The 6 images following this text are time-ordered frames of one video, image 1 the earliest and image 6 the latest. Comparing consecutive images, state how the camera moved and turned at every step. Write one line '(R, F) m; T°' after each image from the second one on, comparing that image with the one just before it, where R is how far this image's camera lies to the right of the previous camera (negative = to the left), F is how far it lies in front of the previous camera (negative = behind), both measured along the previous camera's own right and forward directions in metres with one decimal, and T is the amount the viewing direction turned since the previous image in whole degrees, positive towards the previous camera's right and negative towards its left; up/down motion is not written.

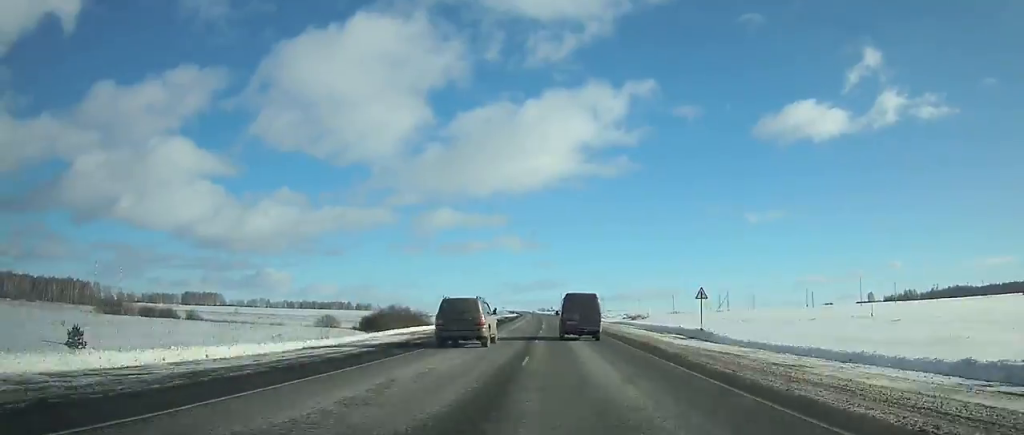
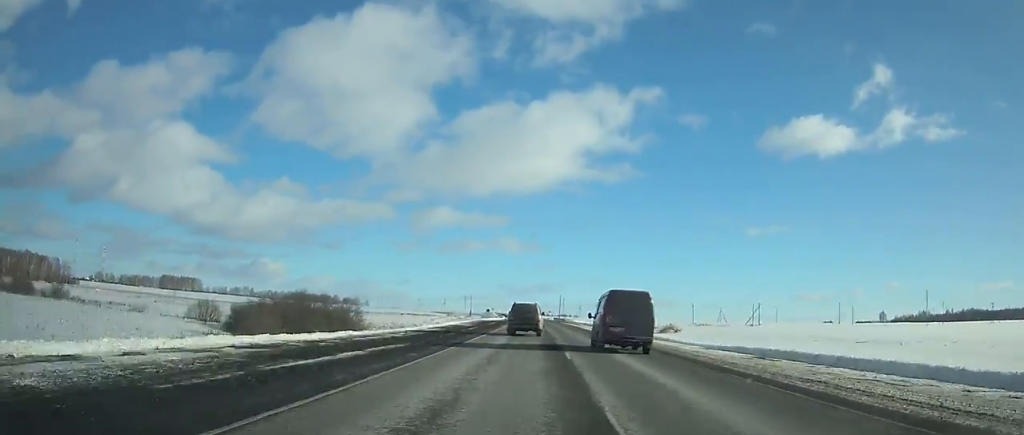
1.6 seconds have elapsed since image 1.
(-0.3, +42.4) m; 0°
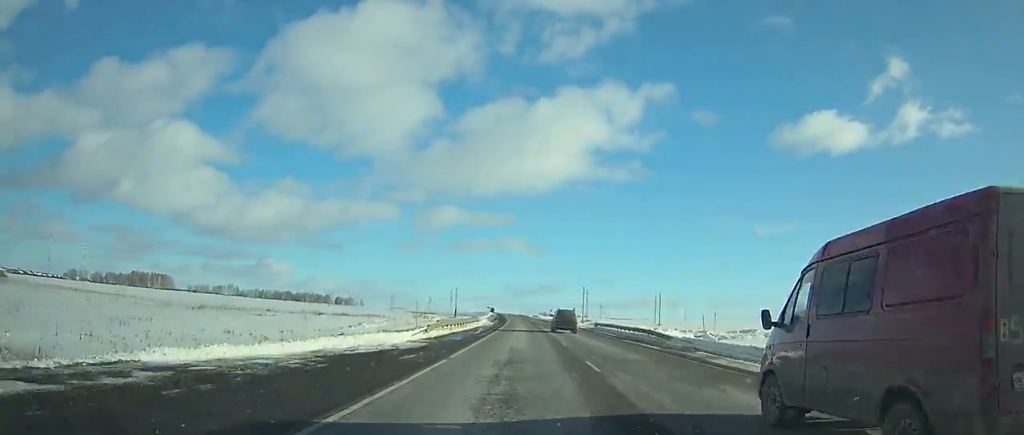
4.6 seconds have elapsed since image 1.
(-0.6, +80.9) m; -1°
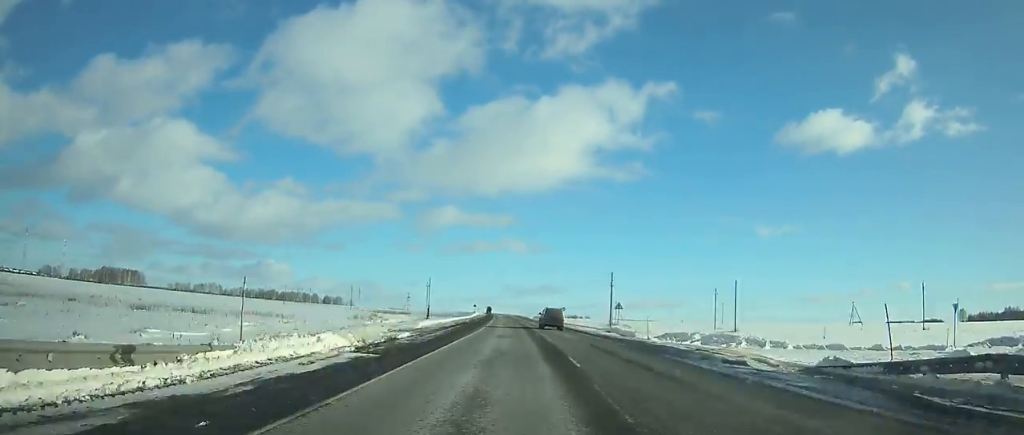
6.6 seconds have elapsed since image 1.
(-0.1, +55.9) m; 0°
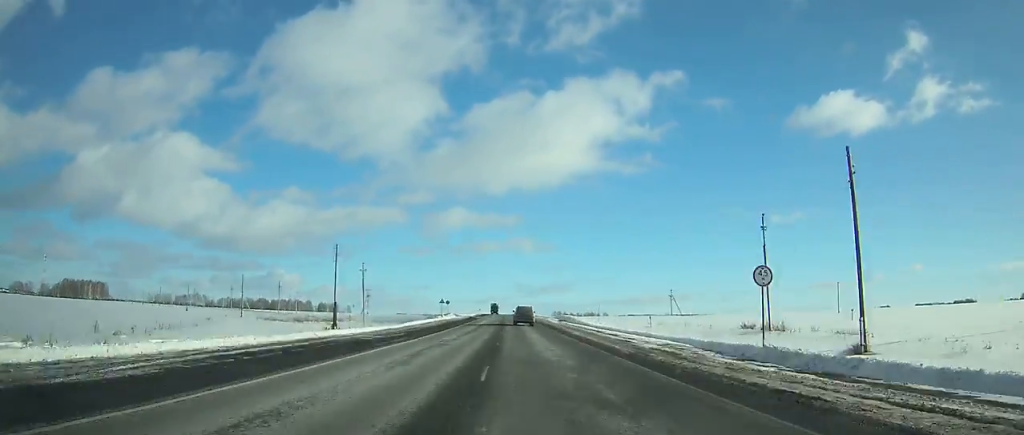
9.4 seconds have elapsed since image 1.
(-0.4, +81.9) m; -1°
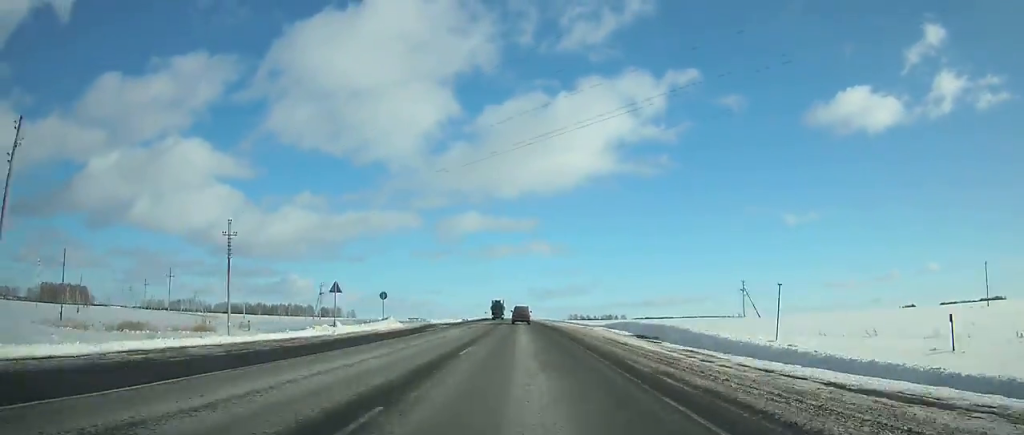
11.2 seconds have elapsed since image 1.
(-0.7, +54.8) m; -1°
